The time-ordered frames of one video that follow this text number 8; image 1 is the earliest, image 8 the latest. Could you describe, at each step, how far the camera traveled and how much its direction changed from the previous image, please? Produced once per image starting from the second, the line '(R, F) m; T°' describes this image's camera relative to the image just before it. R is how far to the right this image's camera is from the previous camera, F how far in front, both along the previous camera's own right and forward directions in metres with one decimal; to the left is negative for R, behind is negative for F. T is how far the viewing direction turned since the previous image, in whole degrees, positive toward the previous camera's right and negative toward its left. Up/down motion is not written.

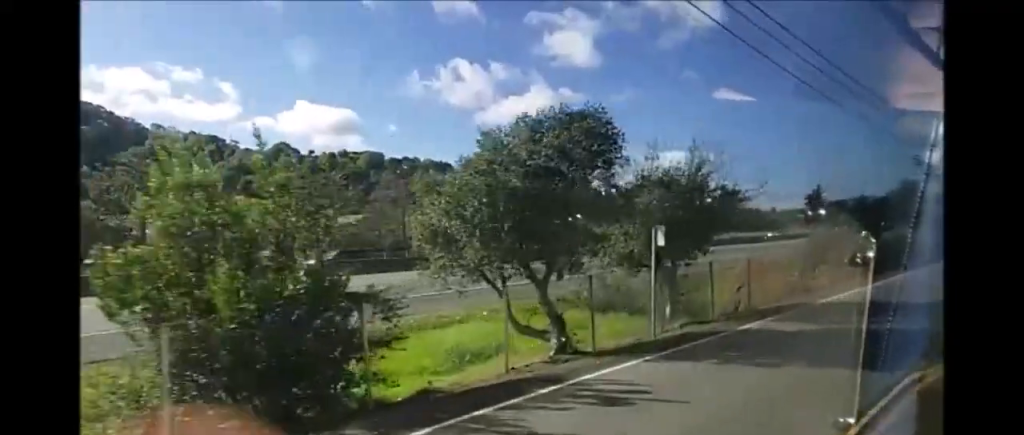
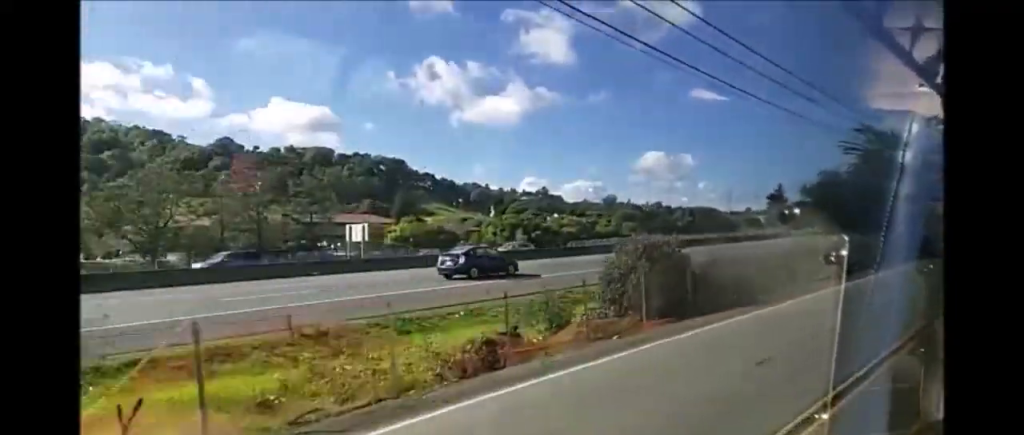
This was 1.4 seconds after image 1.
(+0.7, +17.8) m; +4°
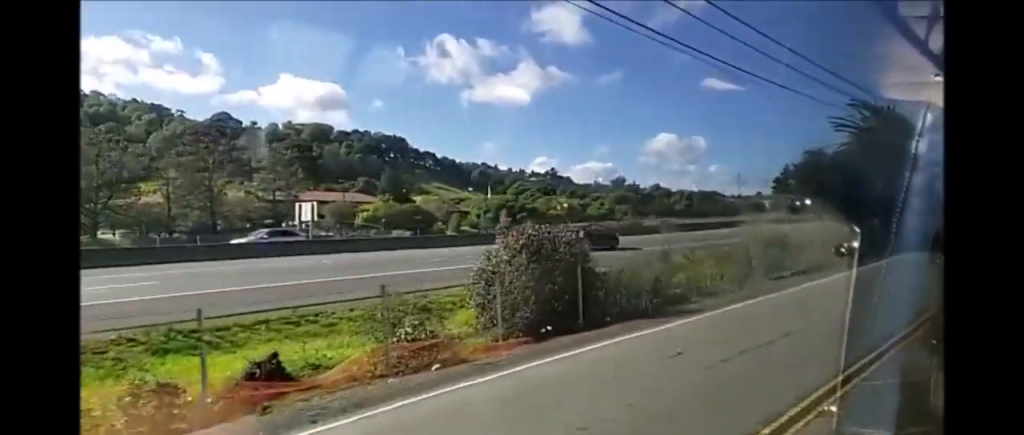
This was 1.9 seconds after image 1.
(0.0, +6.6) m; 0°
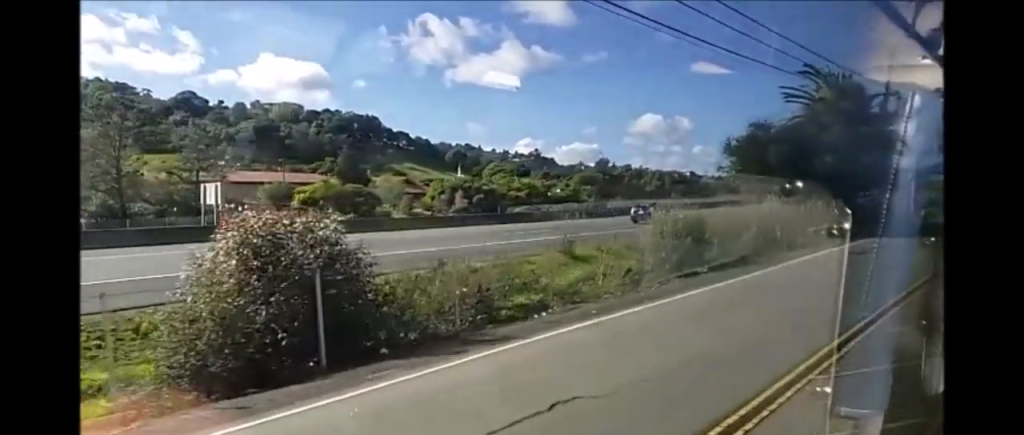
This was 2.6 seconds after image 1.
(-0.1, +7.5) m; -1°
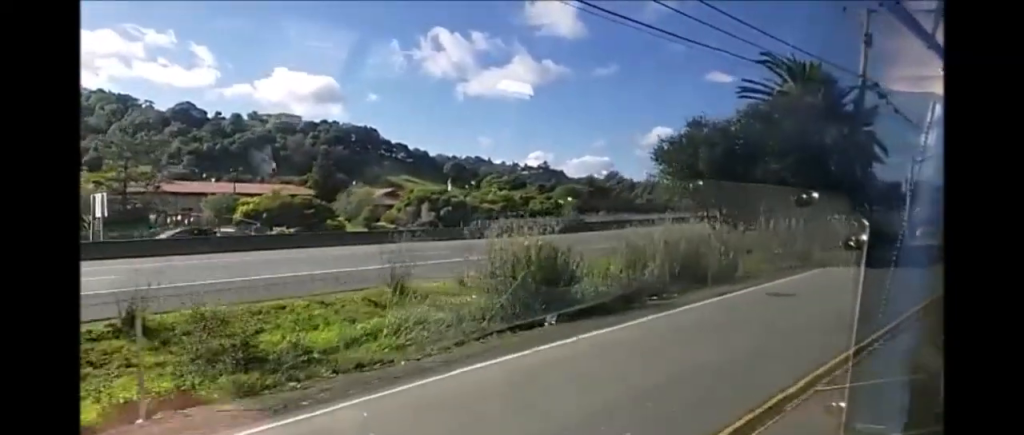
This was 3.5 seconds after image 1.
(0.0, +9.1) m; 0°
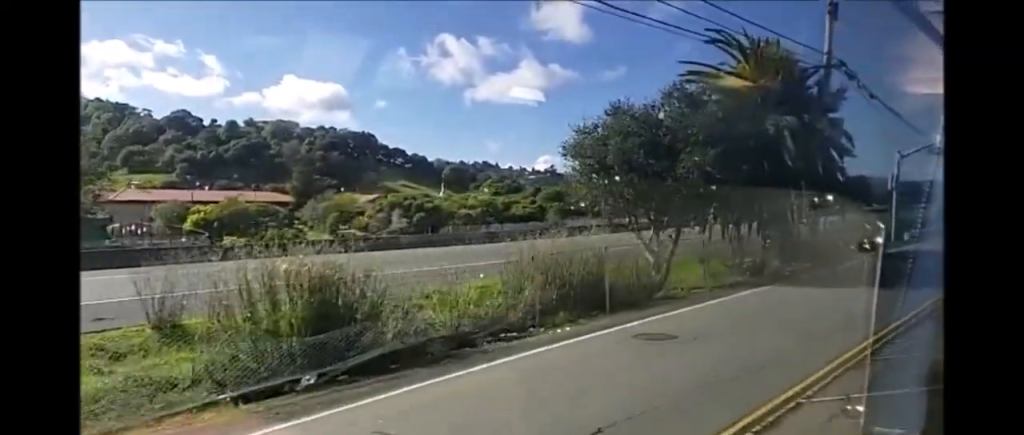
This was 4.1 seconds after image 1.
(0.0, +6.6) m; 0°
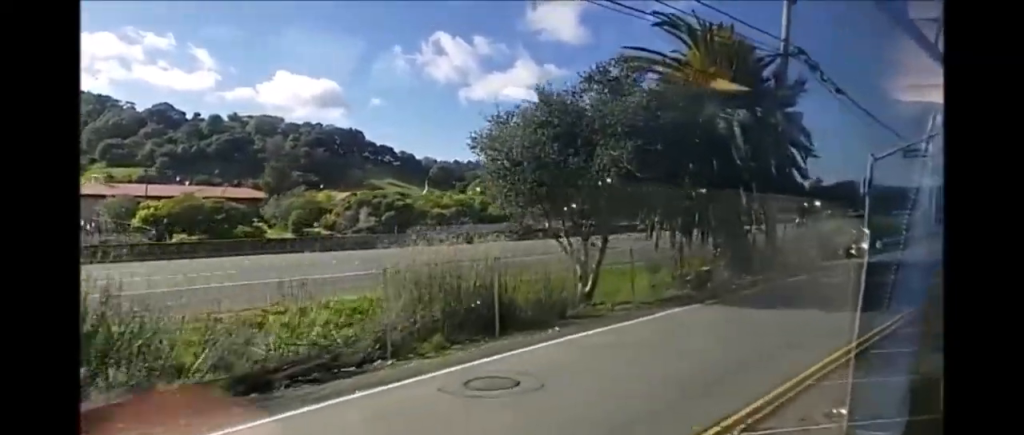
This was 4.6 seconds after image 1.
(0.0, +4.5) m; 0°
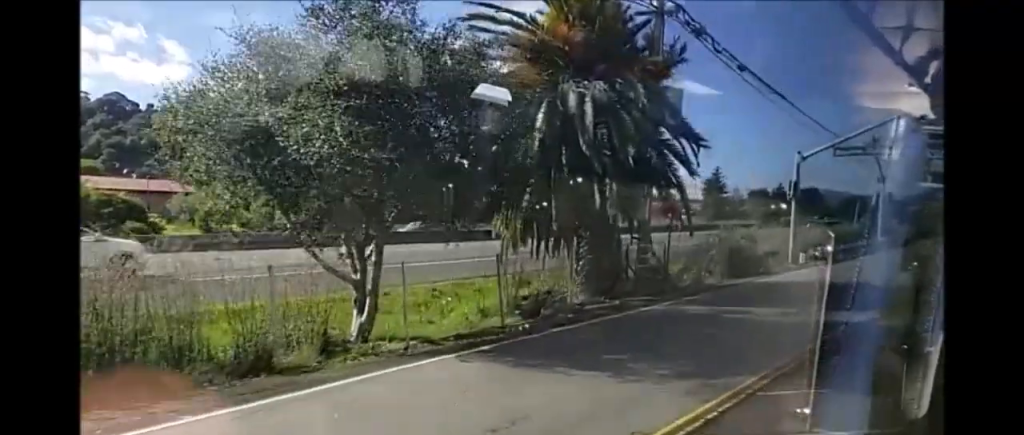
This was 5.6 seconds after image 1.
(0.0, +9.2) m; 0°
